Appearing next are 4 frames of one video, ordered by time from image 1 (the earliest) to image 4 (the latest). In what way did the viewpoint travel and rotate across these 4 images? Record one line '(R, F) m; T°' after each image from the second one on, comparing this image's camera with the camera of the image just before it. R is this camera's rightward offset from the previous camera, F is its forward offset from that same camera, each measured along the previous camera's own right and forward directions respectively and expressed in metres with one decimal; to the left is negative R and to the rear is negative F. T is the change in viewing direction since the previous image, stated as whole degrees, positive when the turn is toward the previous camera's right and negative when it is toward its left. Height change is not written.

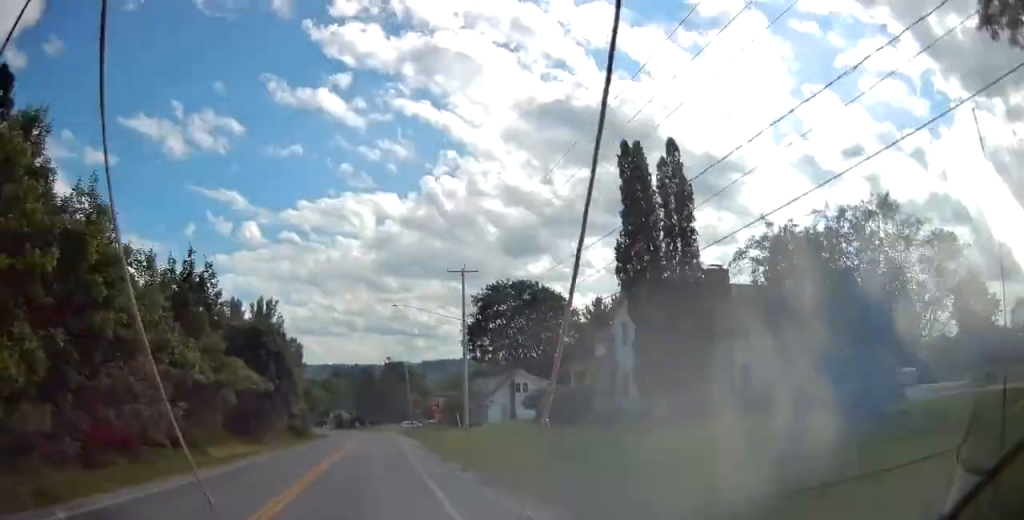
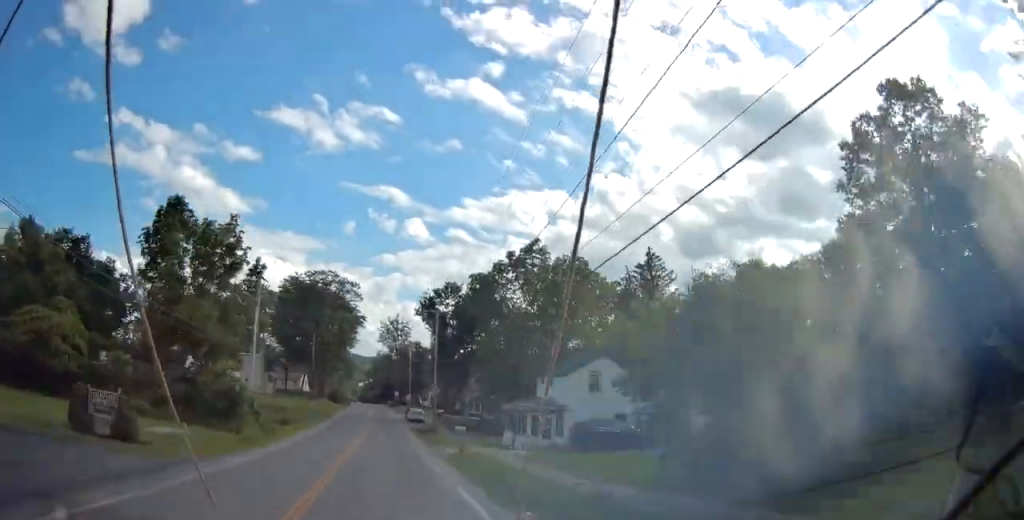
(-10.6, +115.2) m; +2°
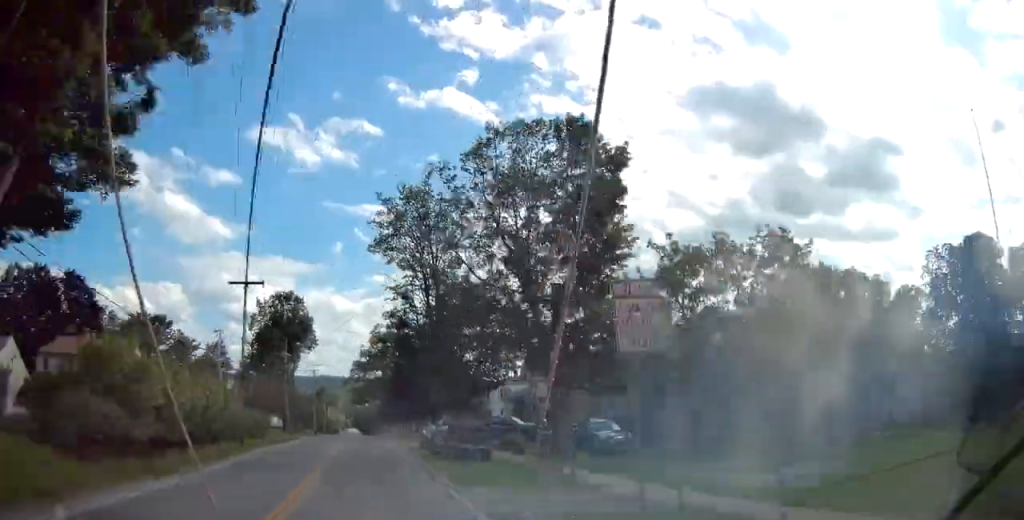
(+5.3, +44.2) m; -17°
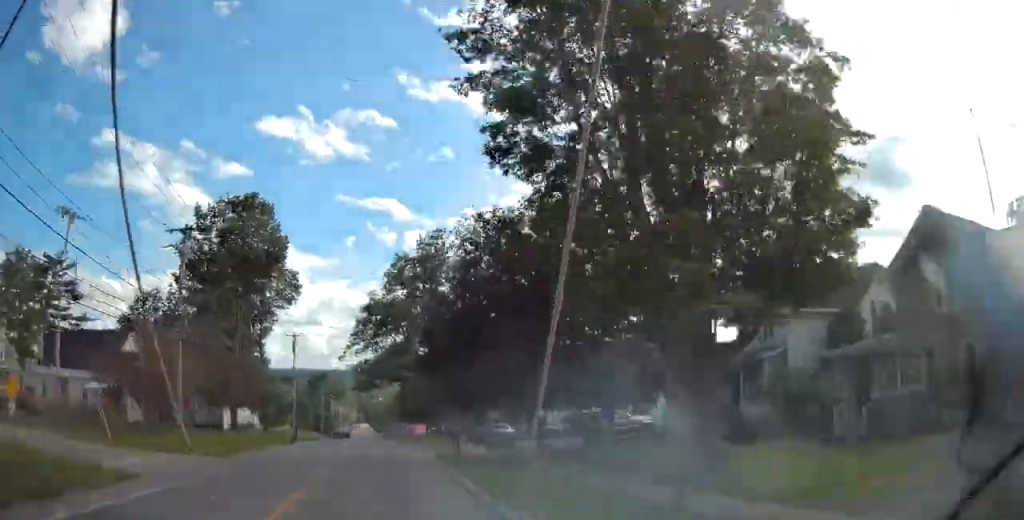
(-6.8, +54.1) m; -8°
